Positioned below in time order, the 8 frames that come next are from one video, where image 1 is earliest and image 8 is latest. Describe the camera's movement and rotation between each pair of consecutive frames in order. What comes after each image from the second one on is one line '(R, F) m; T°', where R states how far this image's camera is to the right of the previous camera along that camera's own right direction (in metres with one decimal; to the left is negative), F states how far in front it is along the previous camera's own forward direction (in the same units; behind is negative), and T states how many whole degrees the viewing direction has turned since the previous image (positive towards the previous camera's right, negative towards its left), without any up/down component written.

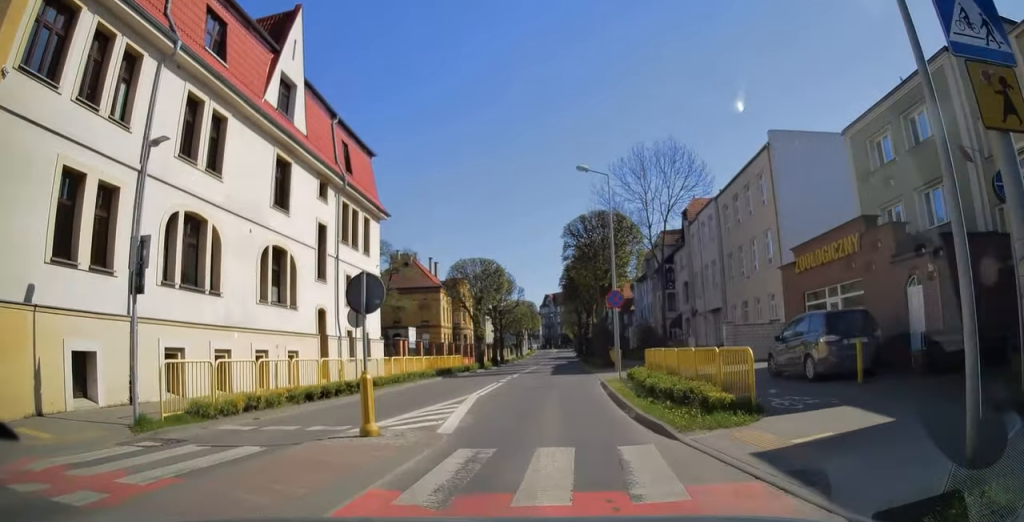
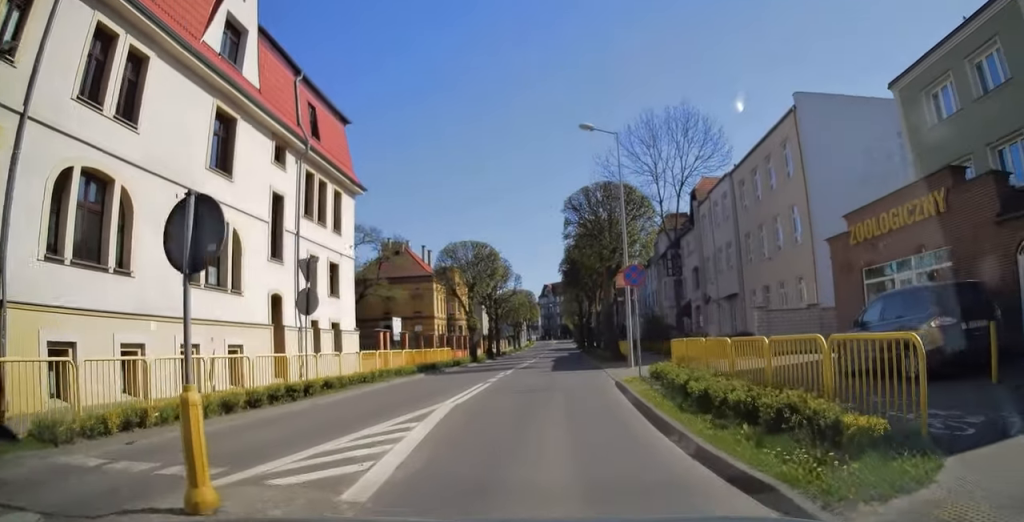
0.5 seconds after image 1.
(0.0, +4.3) m; 0°
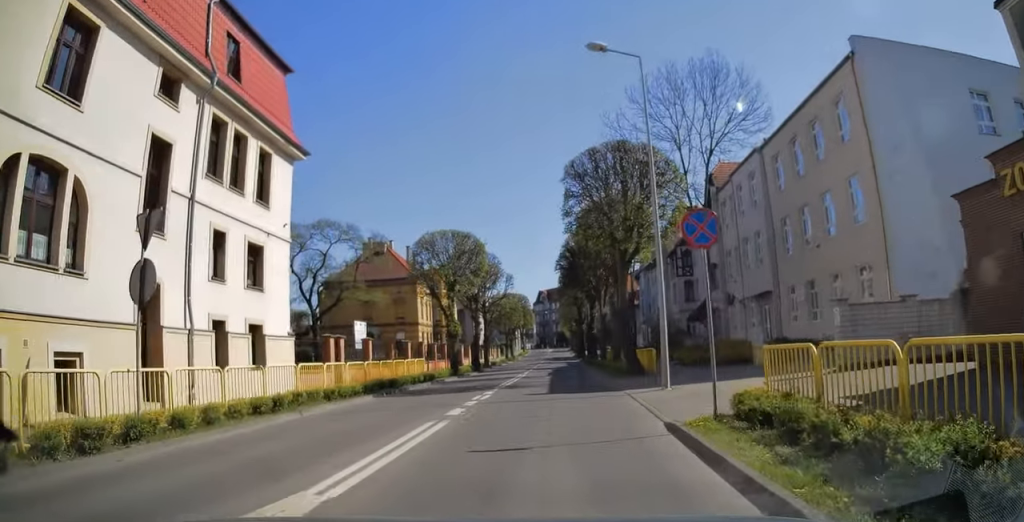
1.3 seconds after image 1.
(0.0, +7.6) m; +1°
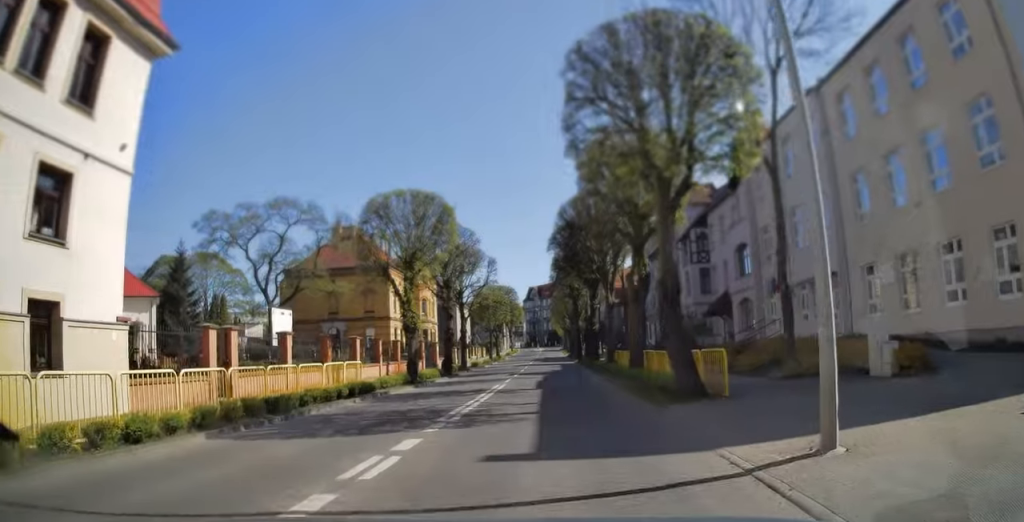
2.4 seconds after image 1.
(+0.1, +9.7) m; +1°
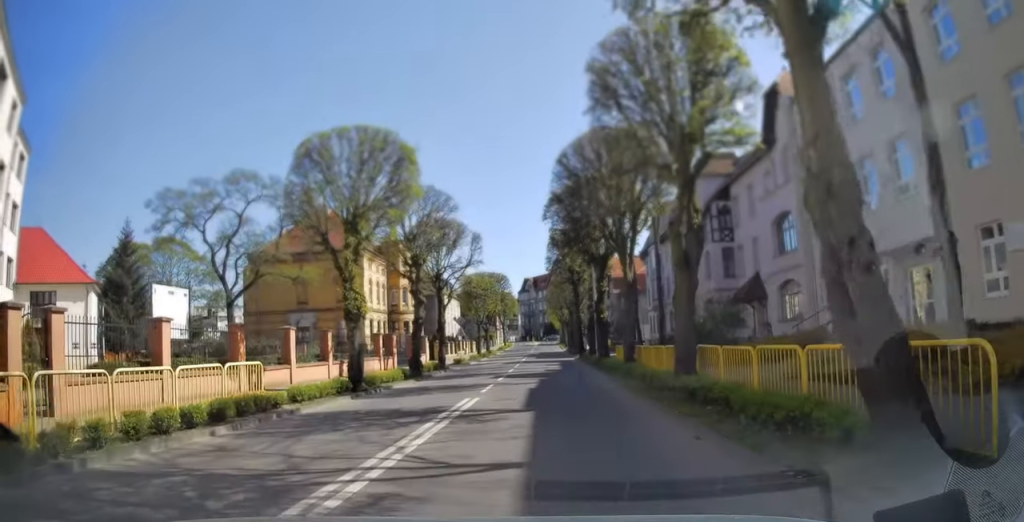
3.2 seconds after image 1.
(0.0, +8.0) m; 0°
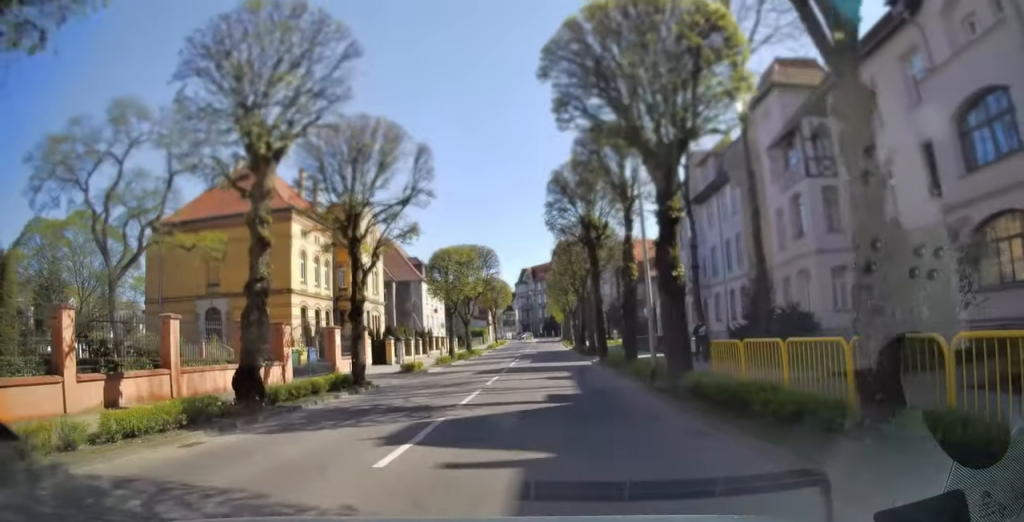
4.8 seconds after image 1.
(+0.1, +17.1) m; +1°
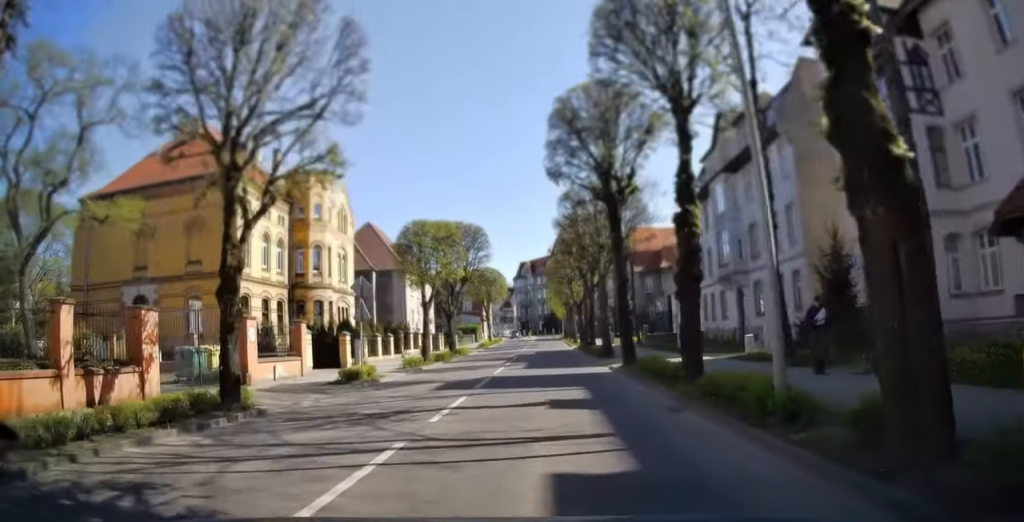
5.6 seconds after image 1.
(+0.1, +9.0) m; 0°
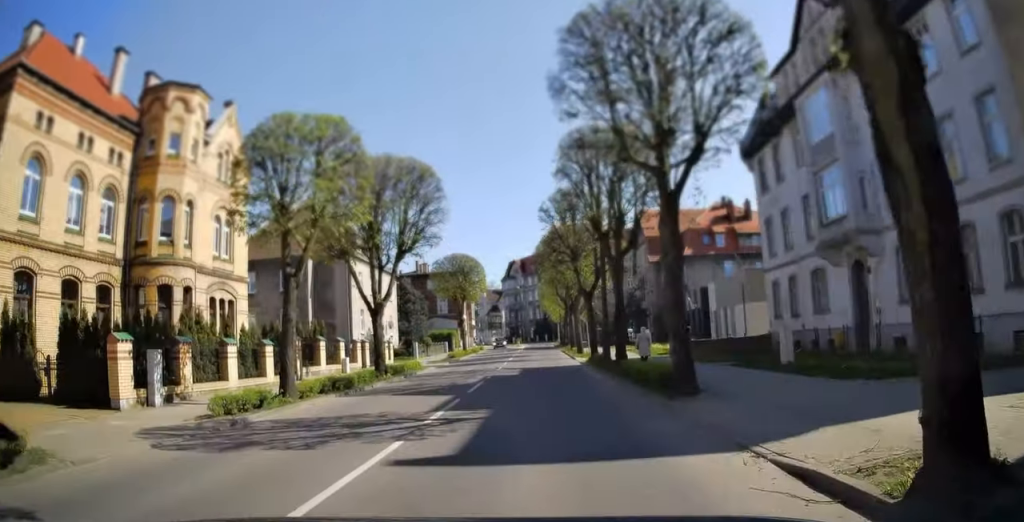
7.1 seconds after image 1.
(-0.1, +17.4) m; 0°
